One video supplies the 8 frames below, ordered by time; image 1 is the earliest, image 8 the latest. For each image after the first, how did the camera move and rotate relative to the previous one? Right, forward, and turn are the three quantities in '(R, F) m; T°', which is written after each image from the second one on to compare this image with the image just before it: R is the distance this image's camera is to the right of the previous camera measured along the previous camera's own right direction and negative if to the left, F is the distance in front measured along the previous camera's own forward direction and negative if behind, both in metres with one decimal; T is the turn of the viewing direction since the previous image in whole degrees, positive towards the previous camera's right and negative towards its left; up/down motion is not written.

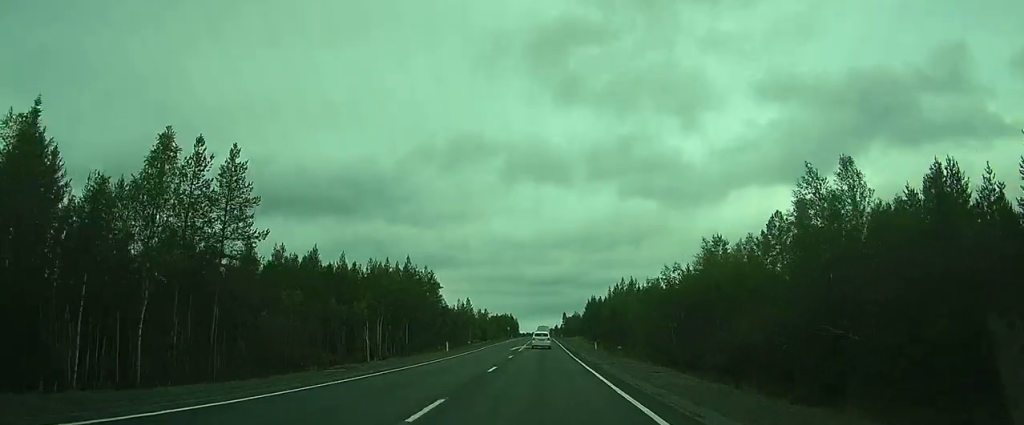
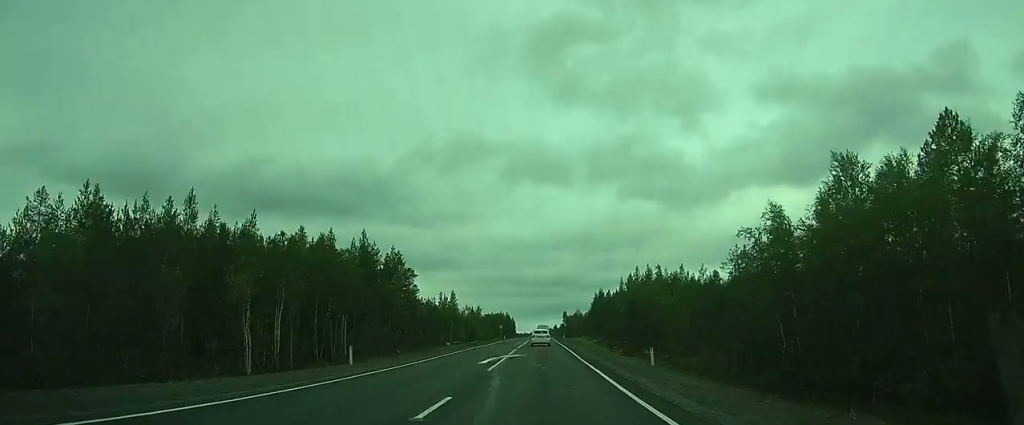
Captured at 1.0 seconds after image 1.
(+0.3, +23.1) m; +1°
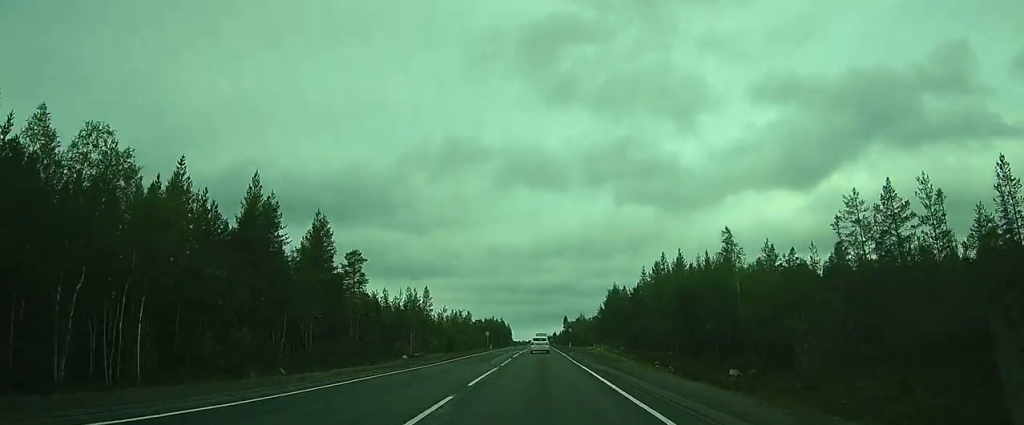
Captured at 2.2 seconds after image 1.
(+0.4, +27.8) m; +1°
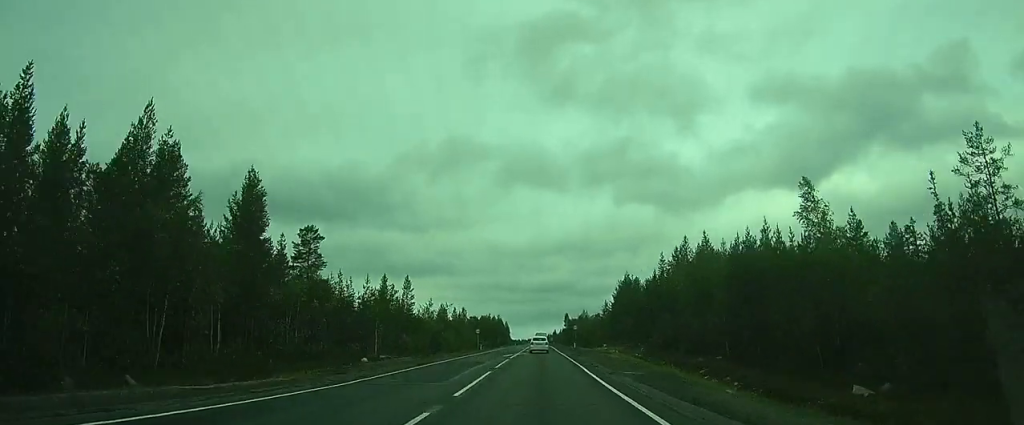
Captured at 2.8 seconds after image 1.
(+0.1, +13.9) m; 0°
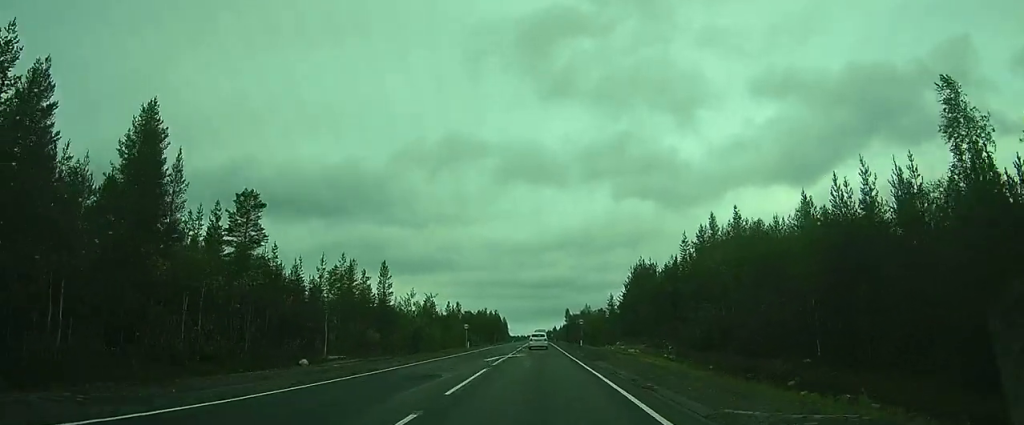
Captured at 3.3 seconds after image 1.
(0.0, +12.5) m; 0°
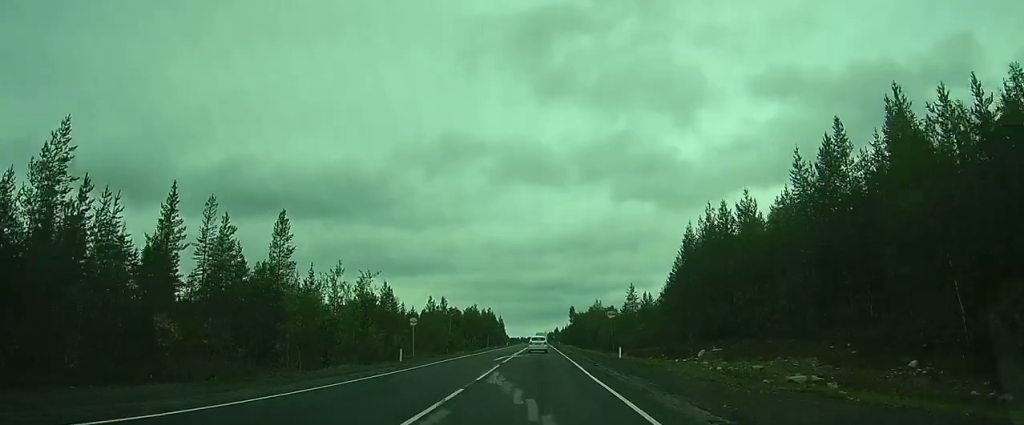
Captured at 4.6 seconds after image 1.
(-0.1, +29.8) m; 0°
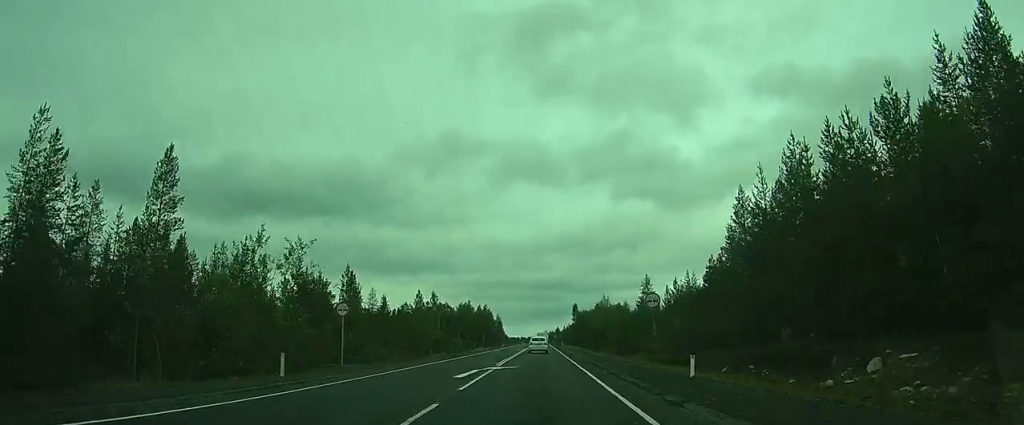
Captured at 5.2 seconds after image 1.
(0.0, +15.1) m; +1°
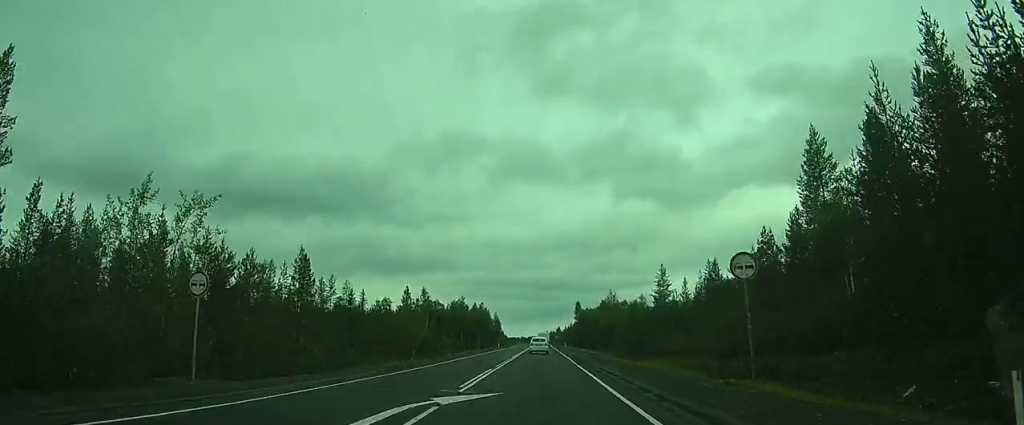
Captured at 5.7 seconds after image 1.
(+0.1, +12.0) m; +1°
